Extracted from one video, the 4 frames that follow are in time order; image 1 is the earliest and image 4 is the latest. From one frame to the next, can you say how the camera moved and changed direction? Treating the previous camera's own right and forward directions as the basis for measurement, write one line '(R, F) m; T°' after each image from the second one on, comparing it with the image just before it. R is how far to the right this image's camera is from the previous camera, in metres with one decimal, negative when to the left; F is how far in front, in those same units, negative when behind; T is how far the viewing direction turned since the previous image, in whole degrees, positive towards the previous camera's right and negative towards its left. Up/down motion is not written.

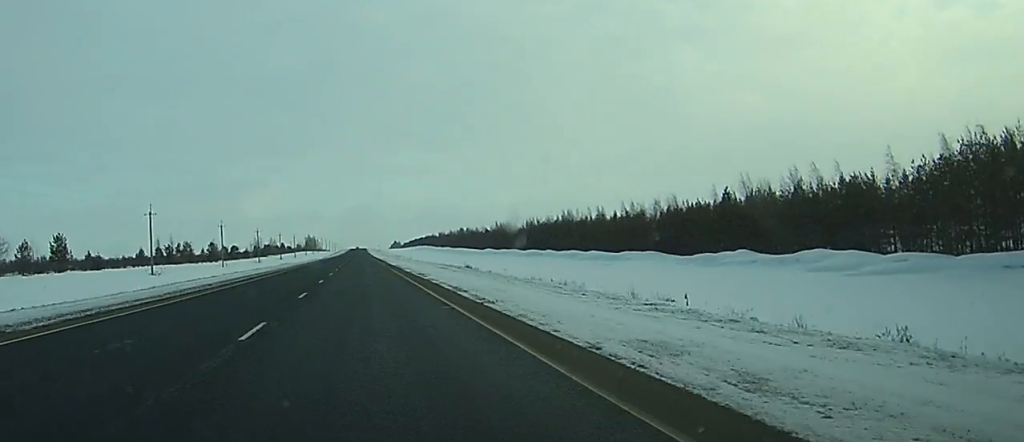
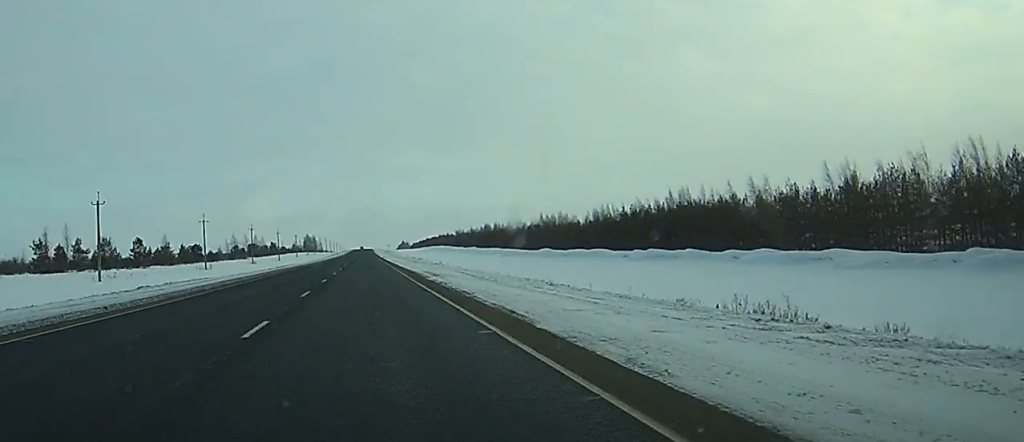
(+0.1, +83.4) m; 0°
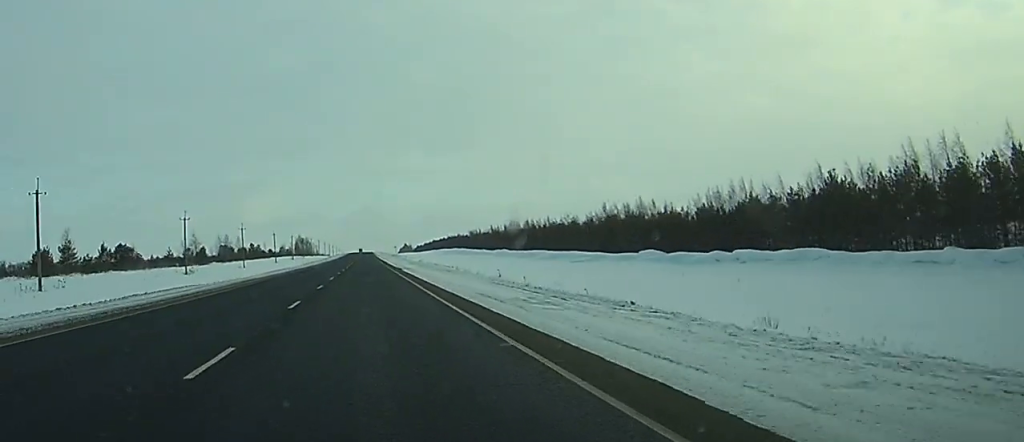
(-0.1, +76.1) m; 0°
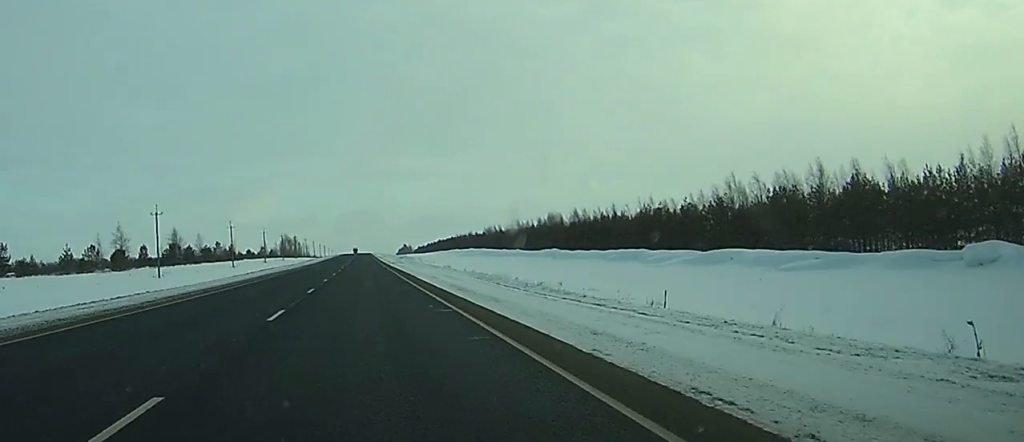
(-0.1, +76.0) m; 0°
